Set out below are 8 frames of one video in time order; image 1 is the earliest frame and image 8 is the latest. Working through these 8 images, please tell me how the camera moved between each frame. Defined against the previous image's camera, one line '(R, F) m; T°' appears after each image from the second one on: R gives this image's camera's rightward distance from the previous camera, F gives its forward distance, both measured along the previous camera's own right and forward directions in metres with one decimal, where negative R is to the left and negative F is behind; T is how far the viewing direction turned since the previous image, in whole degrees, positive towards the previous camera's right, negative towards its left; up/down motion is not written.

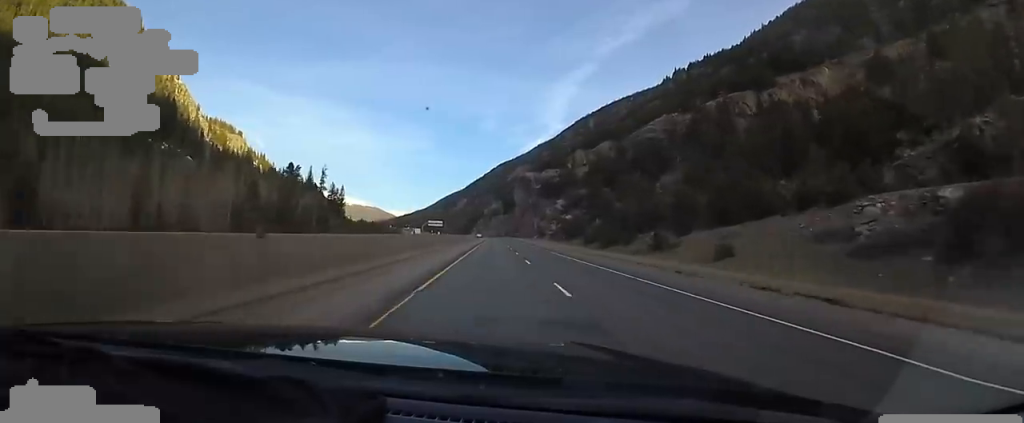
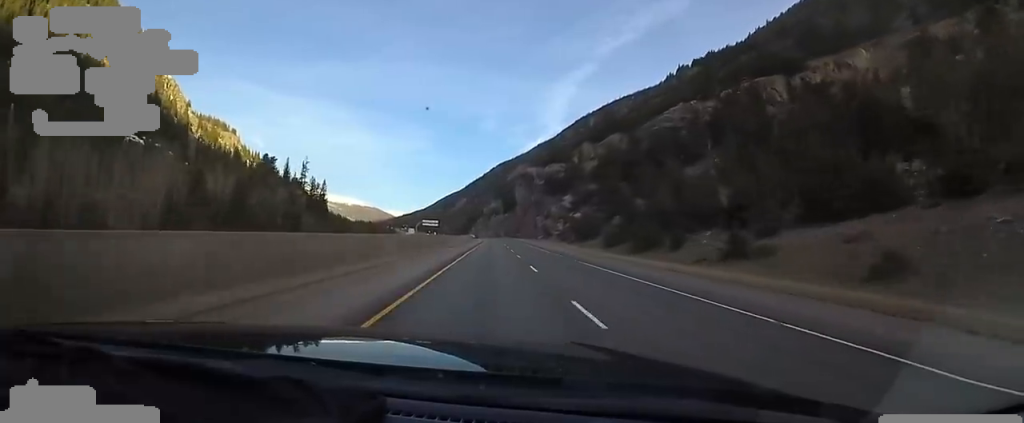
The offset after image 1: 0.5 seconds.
(-0.1, +16.6) m; 0°
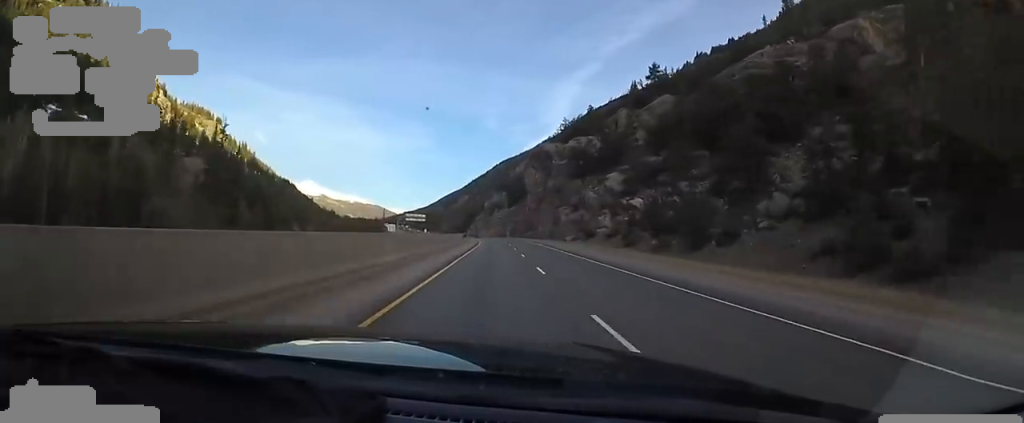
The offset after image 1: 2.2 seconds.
(0.0, +51.7) m; 0°
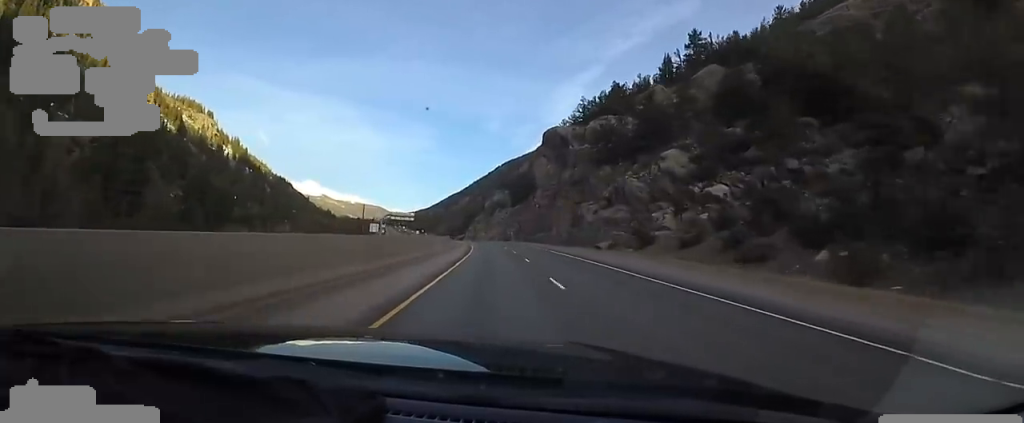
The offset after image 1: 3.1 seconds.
(-0.2, +28.6) m; -1°
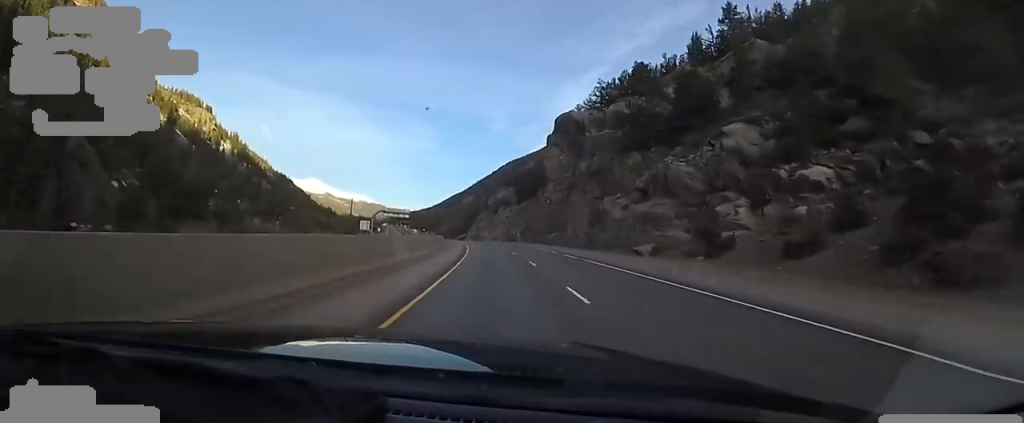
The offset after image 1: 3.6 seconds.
(0.0, +15.9) m; -1°
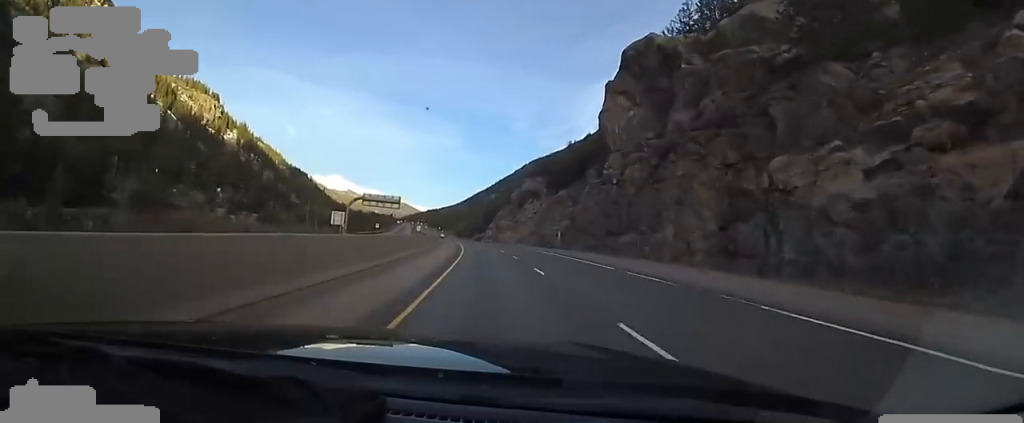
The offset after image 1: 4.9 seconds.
(-0.4, +41.1) m; 0°
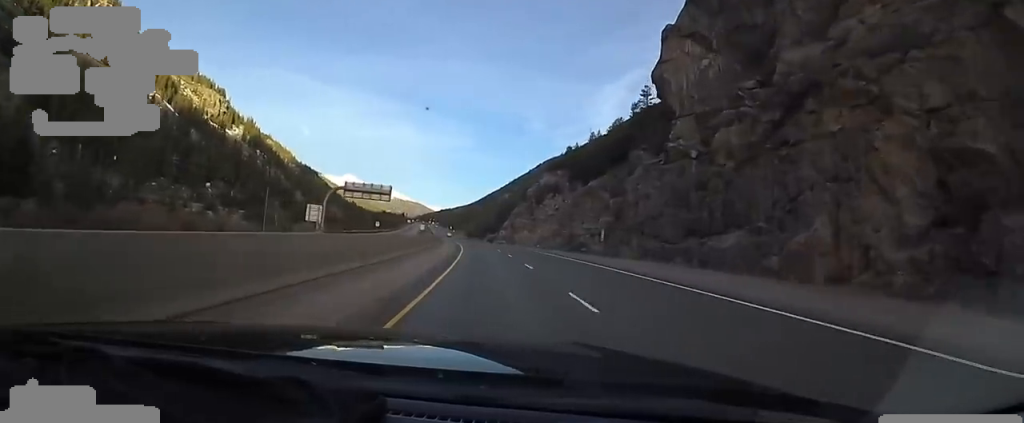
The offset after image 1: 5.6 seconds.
(+0.8, +20.4) m; 0°
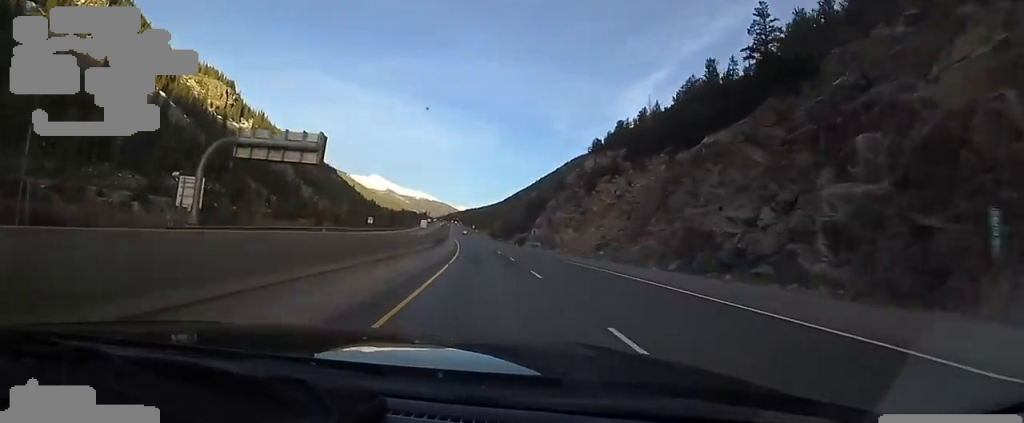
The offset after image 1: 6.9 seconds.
(-2.4, +40.0) m; -6°
